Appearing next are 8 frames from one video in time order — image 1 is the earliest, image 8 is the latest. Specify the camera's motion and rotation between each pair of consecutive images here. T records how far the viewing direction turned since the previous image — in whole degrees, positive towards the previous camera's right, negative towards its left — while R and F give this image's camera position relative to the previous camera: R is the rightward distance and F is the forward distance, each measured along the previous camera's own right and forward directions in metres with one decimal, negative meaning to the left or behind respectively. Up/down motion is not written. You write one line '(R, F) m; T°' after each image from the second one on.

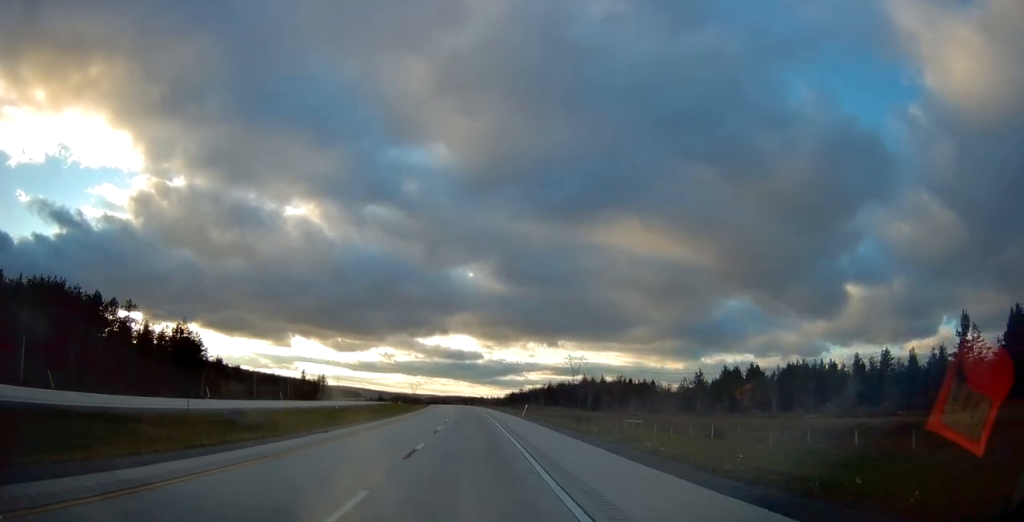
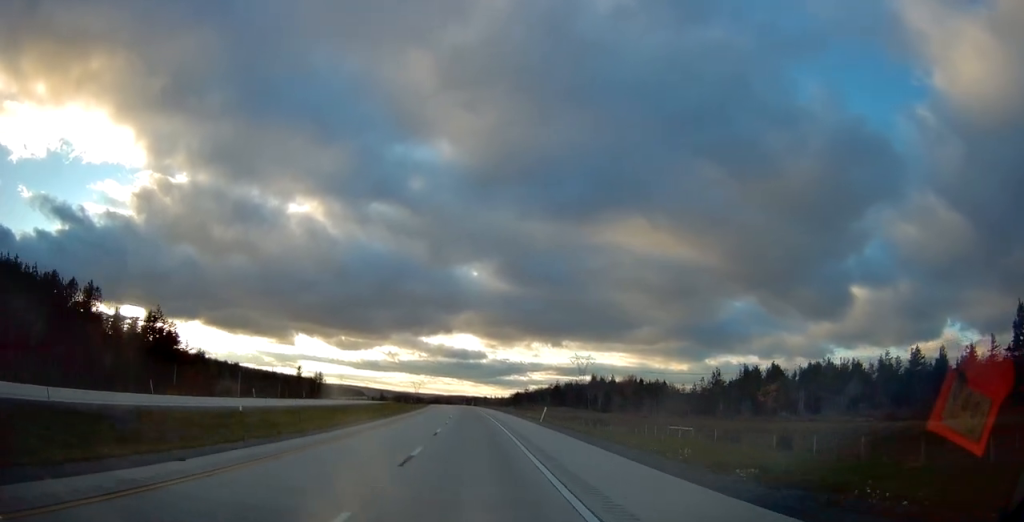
(0.0, +15.1) m; 0°
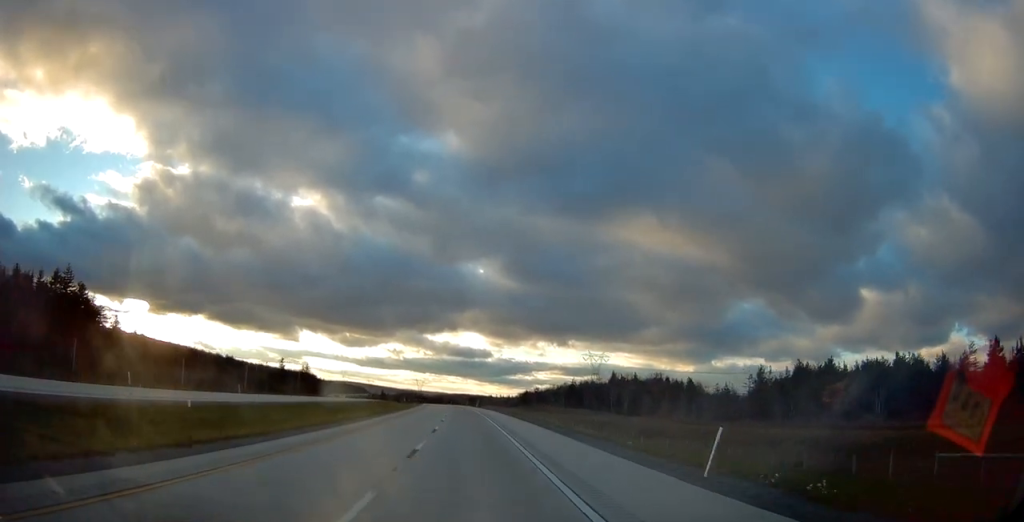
(-0.3, +37.4) m; -1°
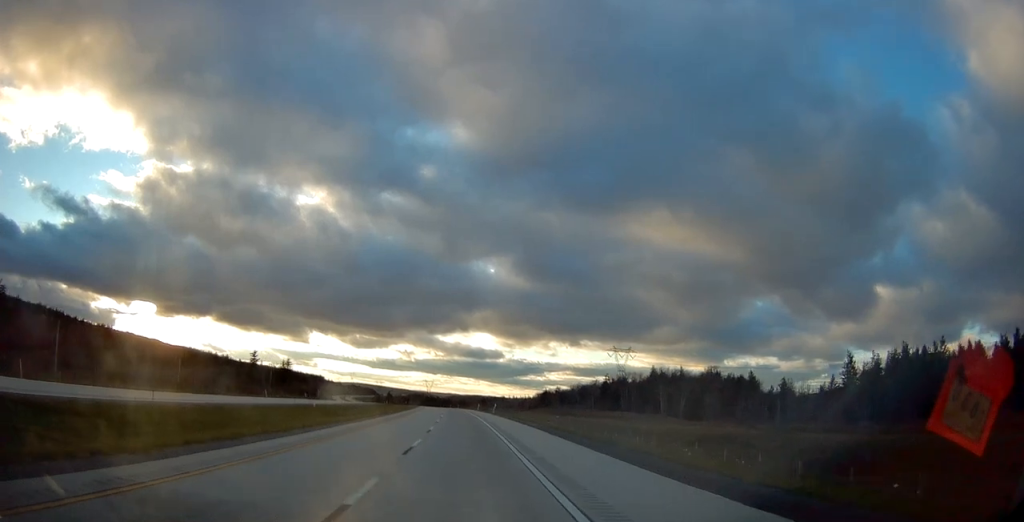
(-0.2, +53.9) m; -1°
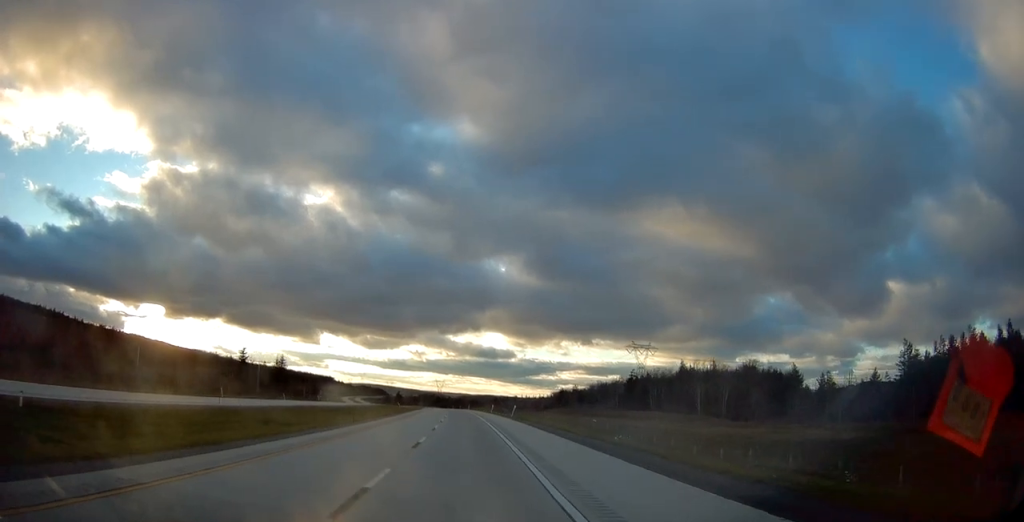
(-0.1, +26.6) m; -1°
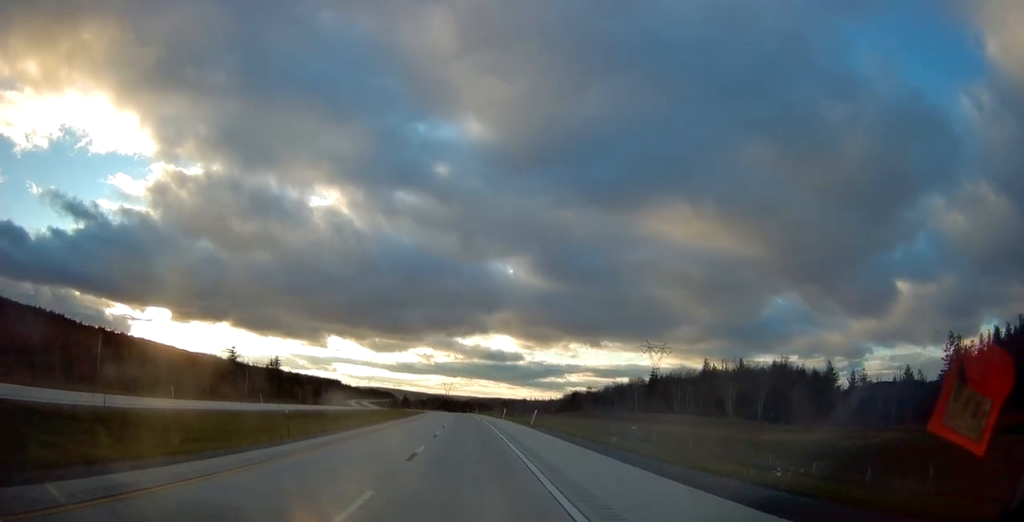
(-0.2, +17.7) m; -1°
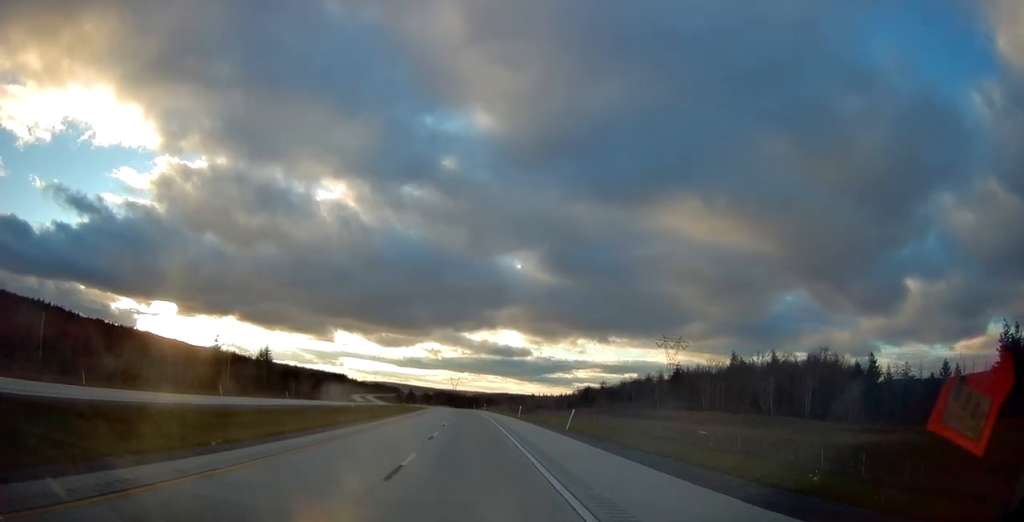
(0.0, +19.9) m; -1°
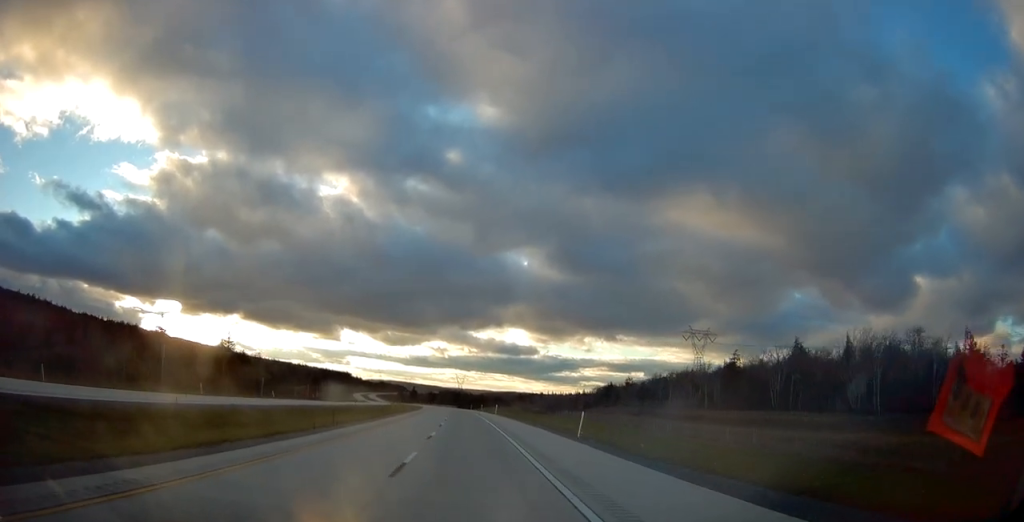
(-0.6, +38.7) m; -1°
